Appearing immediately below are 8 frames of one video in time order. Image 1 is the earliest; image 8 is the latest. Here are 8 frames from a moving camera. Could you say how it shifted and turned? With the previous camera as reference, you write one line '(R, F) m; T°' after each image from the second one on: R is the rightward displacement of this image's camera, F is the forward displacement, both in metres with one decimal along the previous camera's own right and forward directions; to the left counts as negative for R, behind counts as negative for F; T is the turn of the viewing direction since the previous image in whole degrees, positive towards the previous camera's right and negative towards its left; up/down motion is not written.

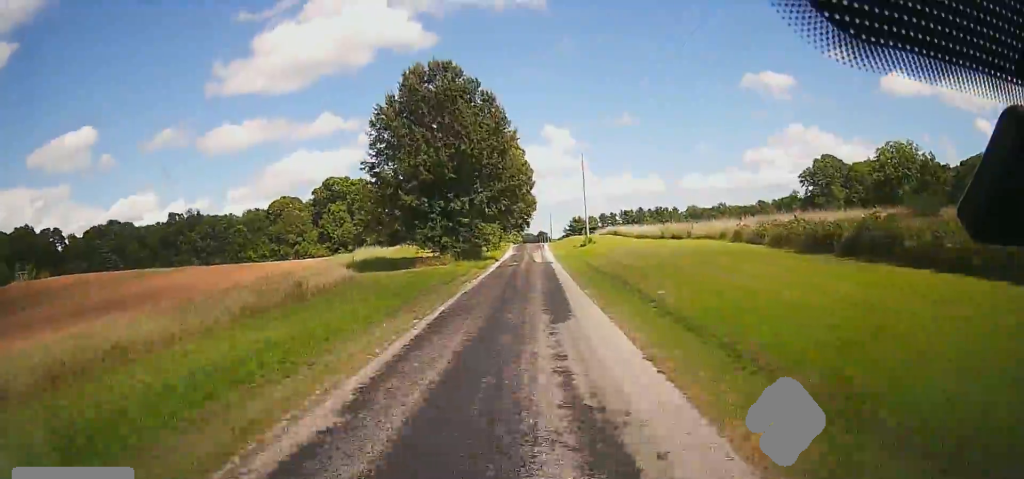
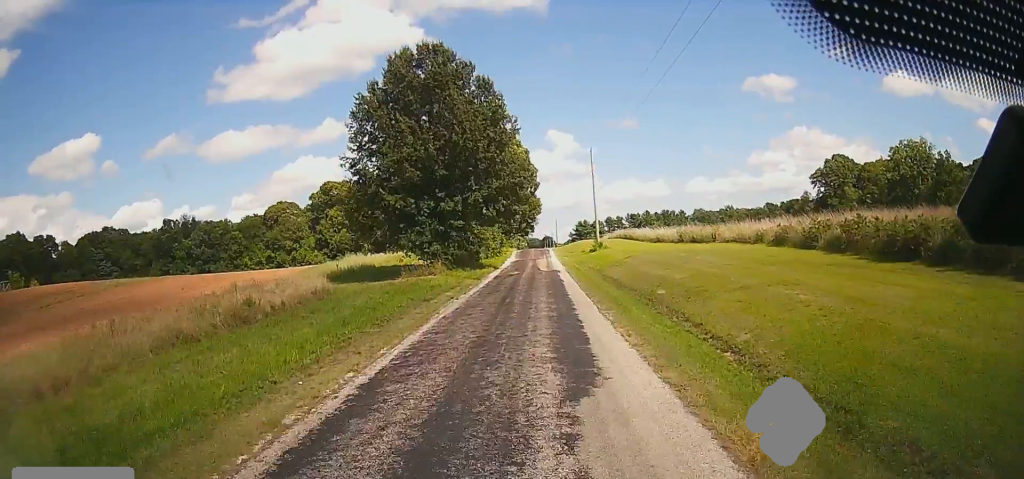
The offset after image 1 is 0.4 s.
(0.0, +6.0) m; 0°
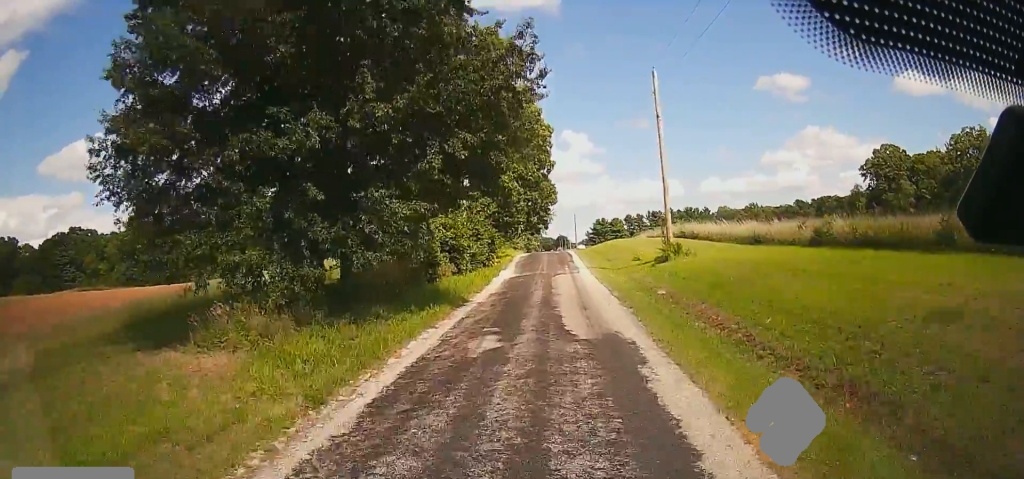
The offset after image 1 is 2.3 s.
(0.0, +26.1) m; 0°
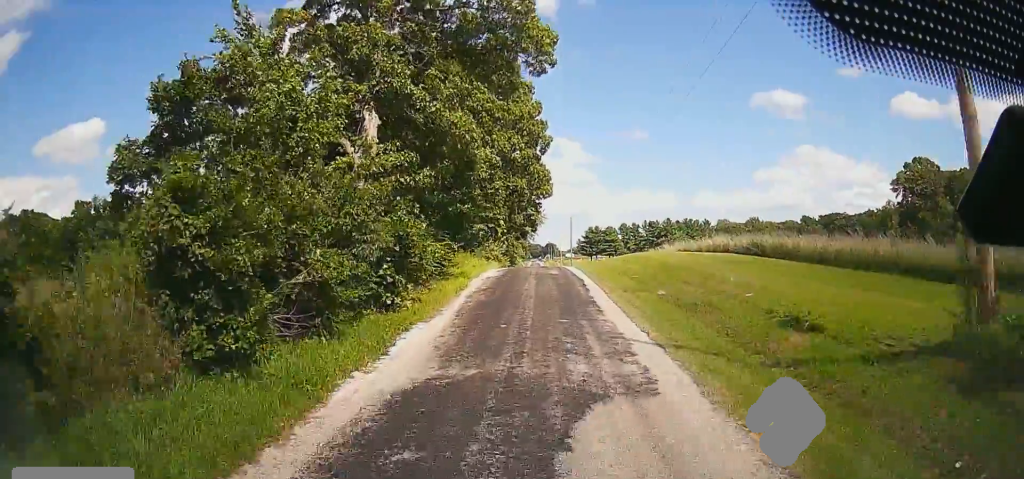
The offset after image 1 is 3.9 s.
(0.0, +23.9) m; 0°
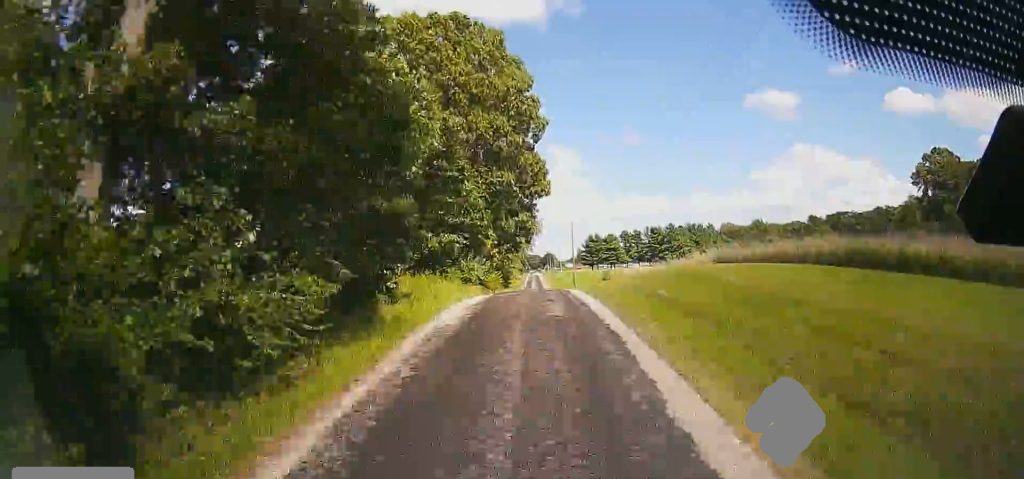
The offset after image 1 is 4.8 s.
(0.0, +13.4) m; 0°
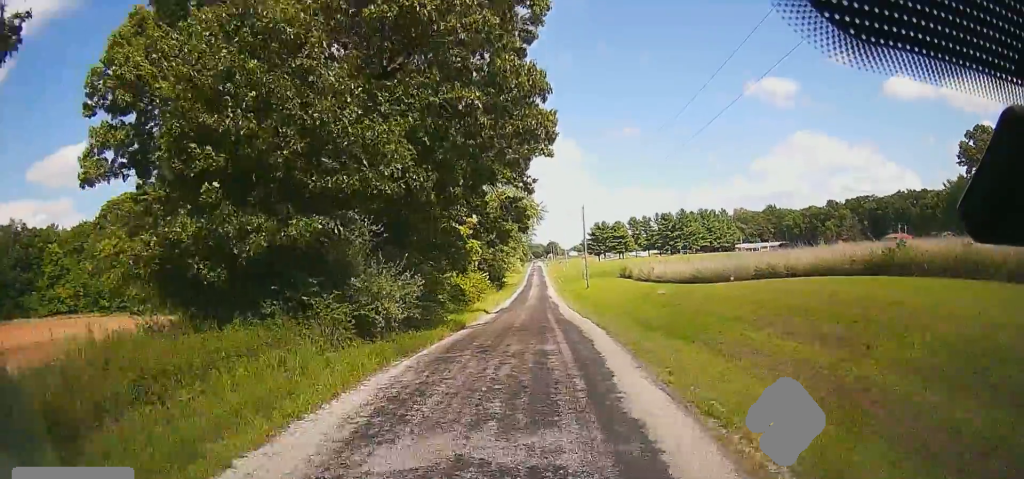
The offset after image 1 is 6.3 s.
(0.0, +20.7) m; 0°
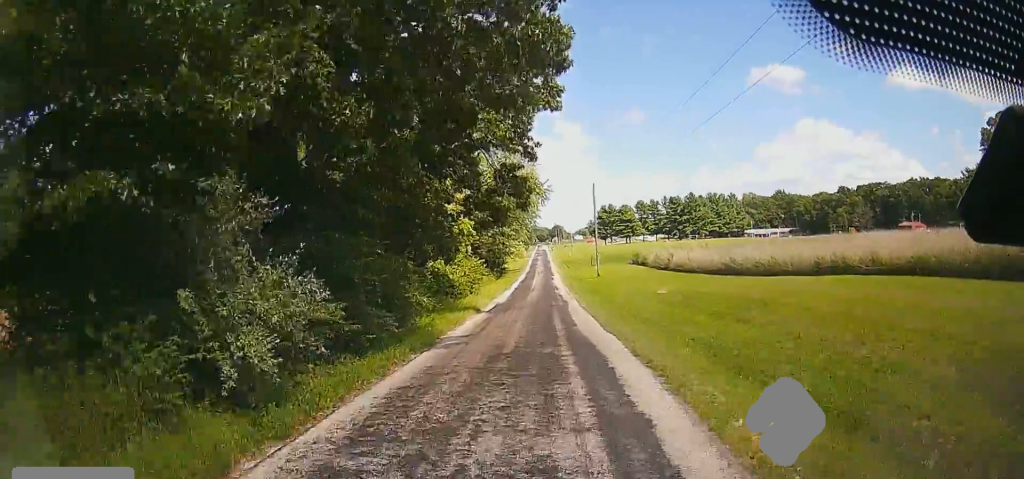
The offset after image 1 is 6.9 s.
(0.0, +7.6) m; 0°
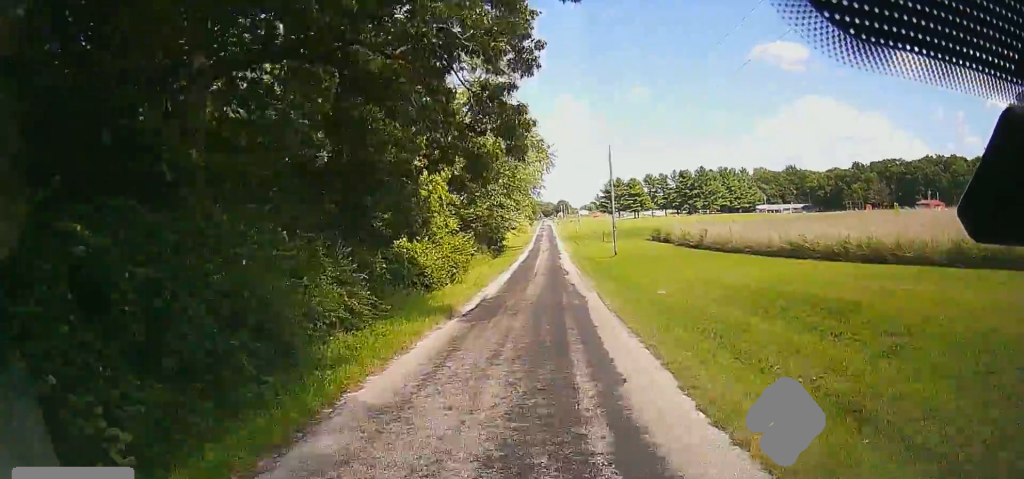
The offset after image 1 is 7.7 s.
(0.0, +10.2) m; 0°
